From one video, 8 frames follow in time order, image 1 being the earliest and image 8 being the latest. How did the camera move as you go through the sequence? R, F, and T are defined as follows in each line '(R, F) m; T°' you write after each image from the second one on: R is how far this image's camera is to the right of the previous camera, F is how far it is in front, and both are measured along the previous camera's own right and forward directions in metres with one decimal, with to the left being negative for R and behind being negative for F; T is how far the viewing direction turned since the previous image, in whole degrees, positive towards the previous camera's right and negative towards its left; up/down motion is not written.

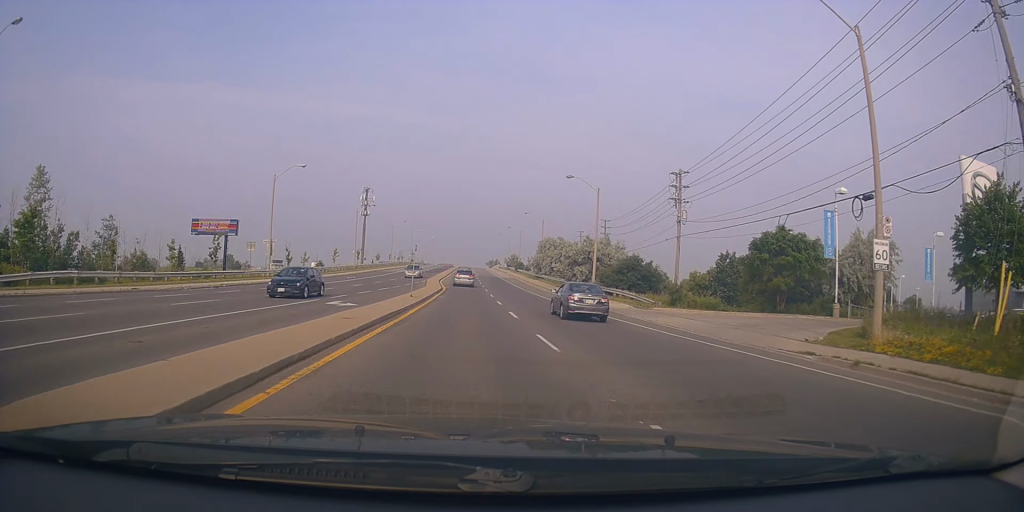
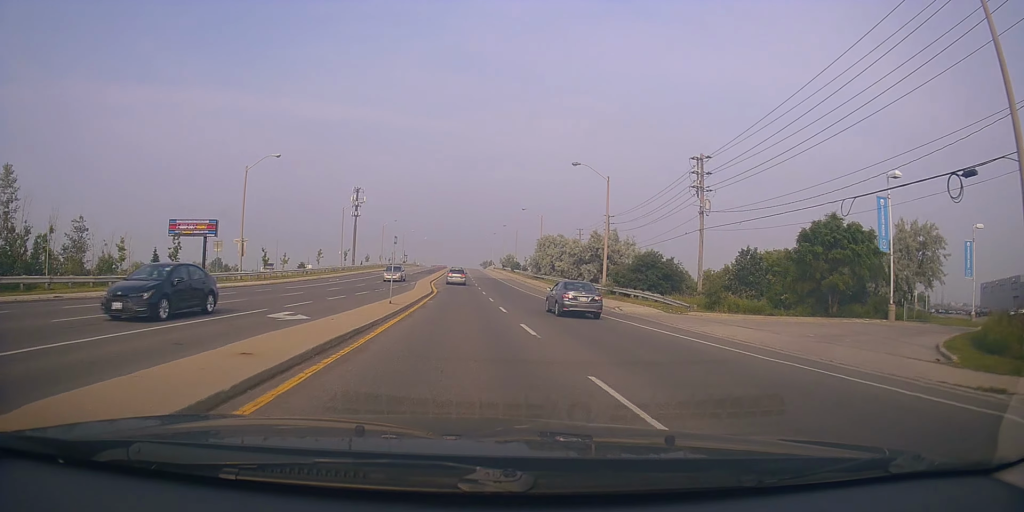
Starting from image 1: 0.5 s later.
(+0.1, +6.4) m; 0°
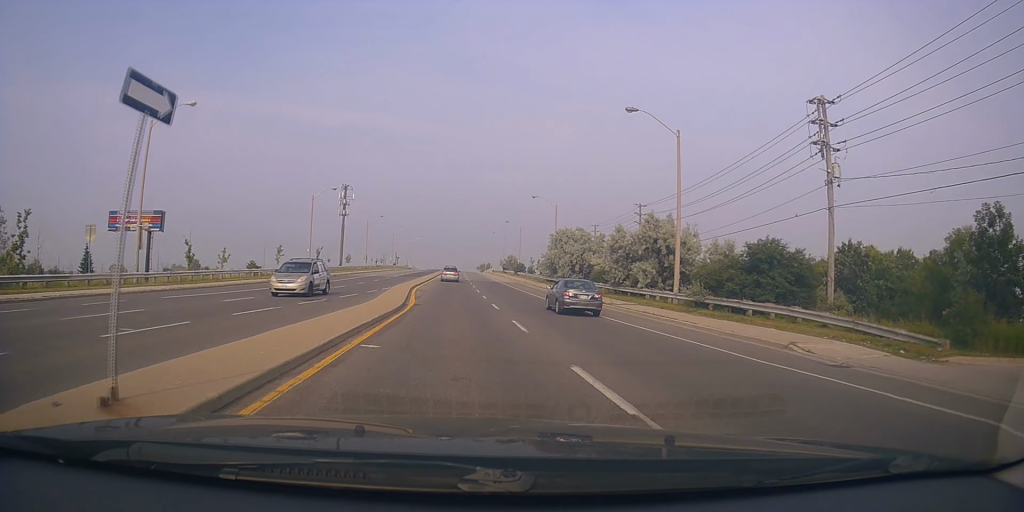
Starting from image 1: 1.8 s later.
(0.0, +17.2) m; -1°
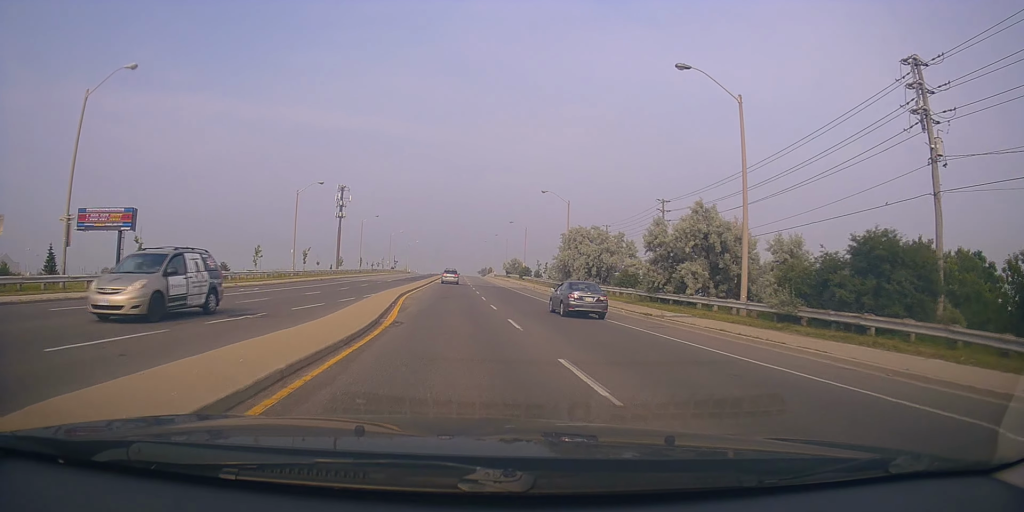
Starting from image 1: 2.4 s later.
(0.0, +7.7) m; 0°
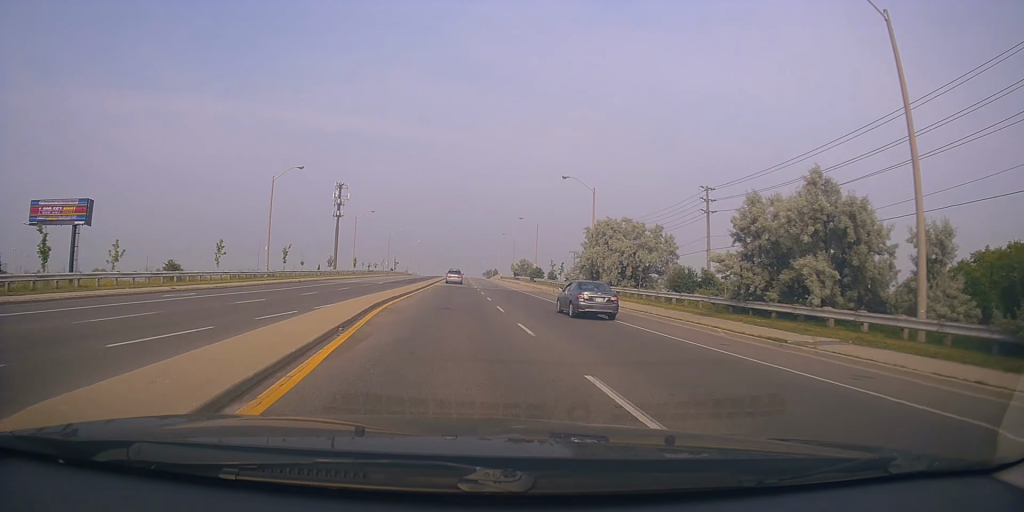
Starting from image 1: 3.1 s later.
(0.0, +10.6) m; 0°
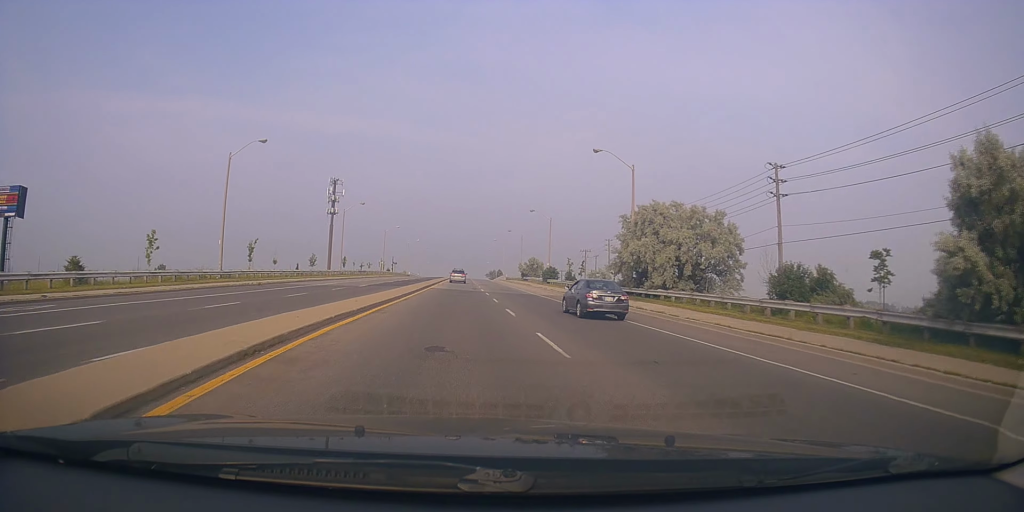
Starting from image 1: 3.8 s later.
(-0.1, +12.2) m; +1°
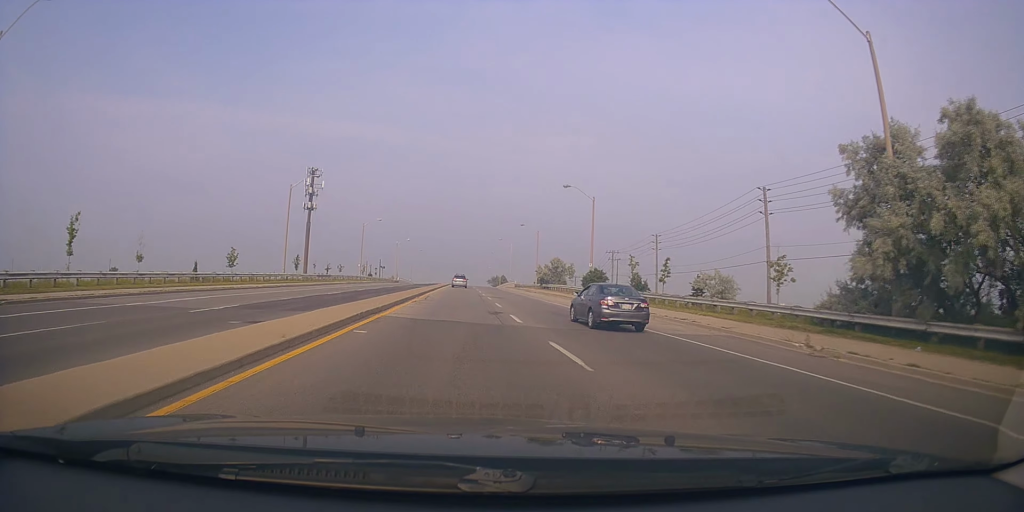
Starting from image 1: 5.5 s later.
(+0.3, +28.3) m; +1°
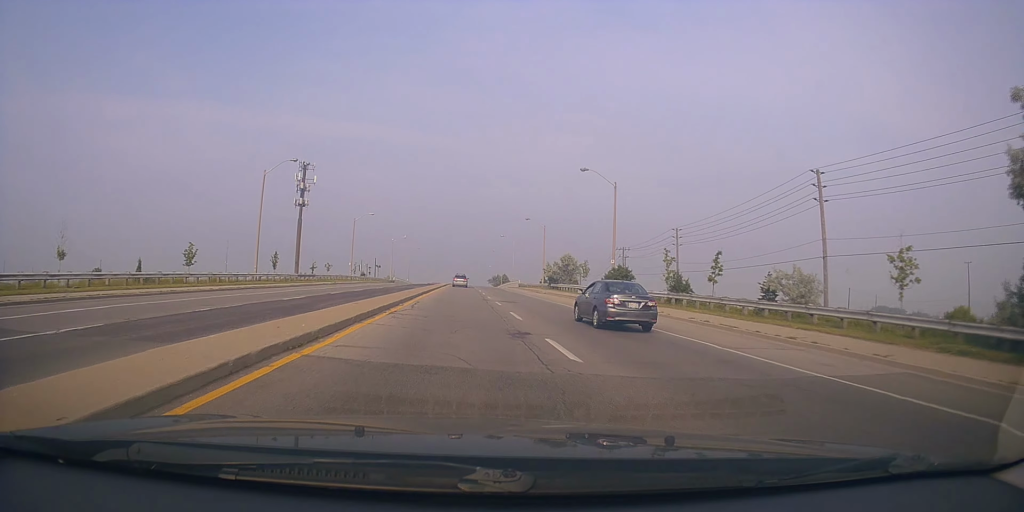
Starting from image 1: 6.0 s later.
(-0.2, +8.6) m; 0°
